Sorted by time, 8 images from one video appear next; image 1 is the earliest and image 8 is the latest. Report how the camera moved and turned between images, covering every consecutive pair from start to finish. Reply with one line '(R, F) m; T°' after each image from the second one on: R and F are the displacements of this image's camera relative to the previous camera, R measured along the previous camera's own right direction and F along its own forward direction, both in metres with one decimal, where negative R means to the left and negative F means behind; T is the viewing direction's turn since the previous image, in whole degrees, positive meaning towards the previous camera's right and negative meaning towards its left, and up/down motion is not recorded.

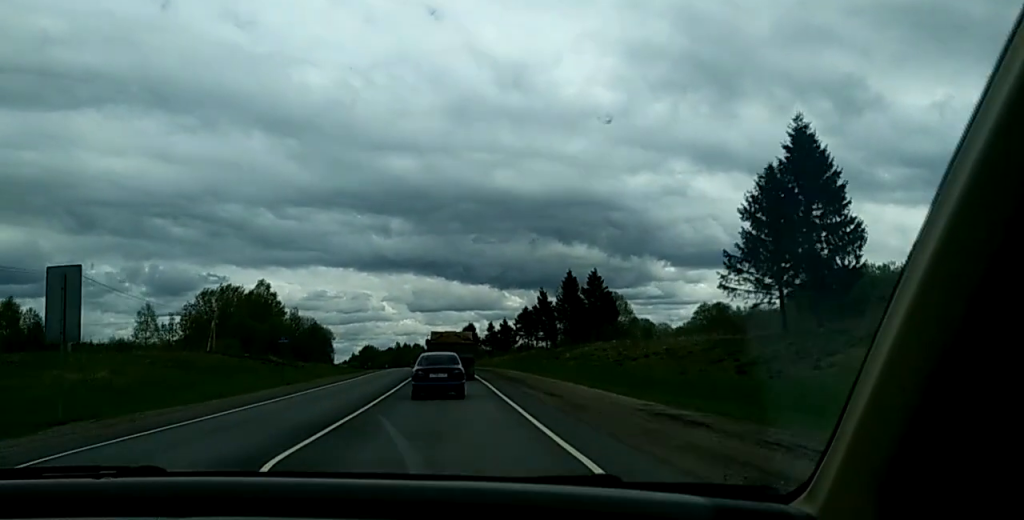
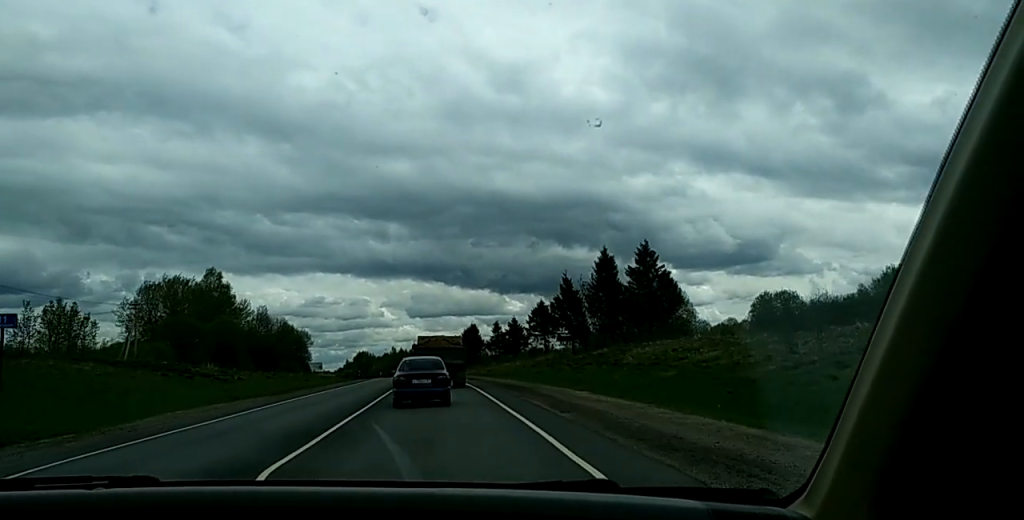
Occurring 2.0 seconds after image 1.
(-0.6, +33.3) m; -3°
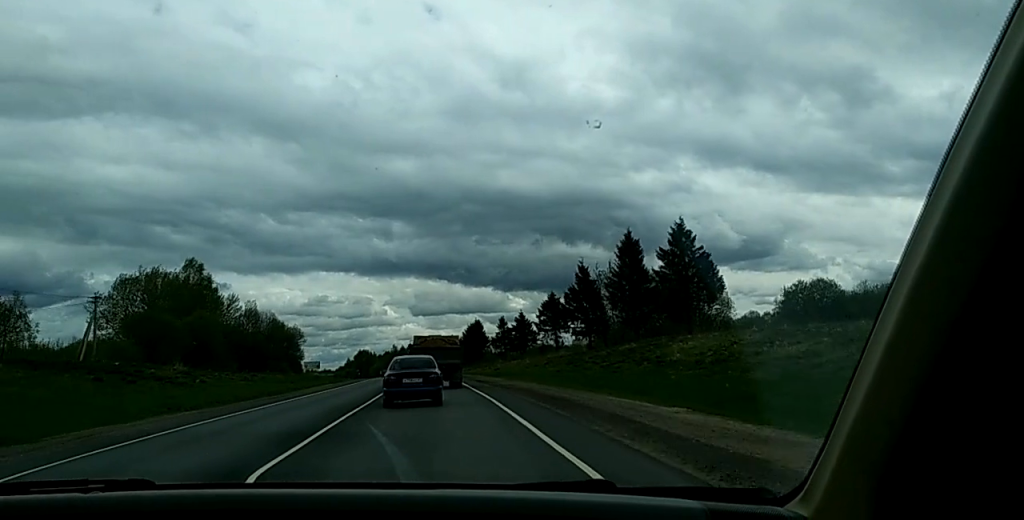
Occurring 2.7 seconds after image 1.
(-0.2, +12.8) m; 0°
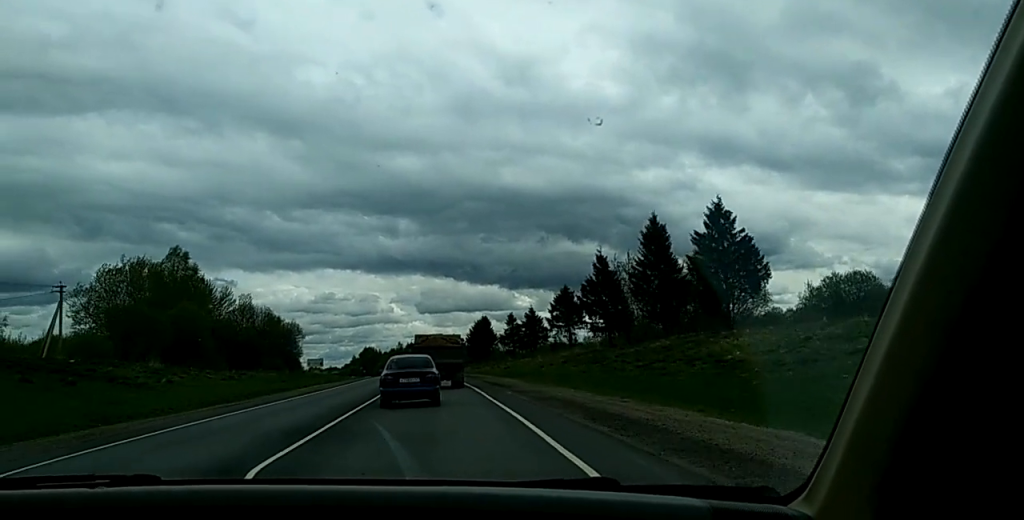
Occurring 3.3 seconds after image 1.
(0.0, +9.3) m; +1°
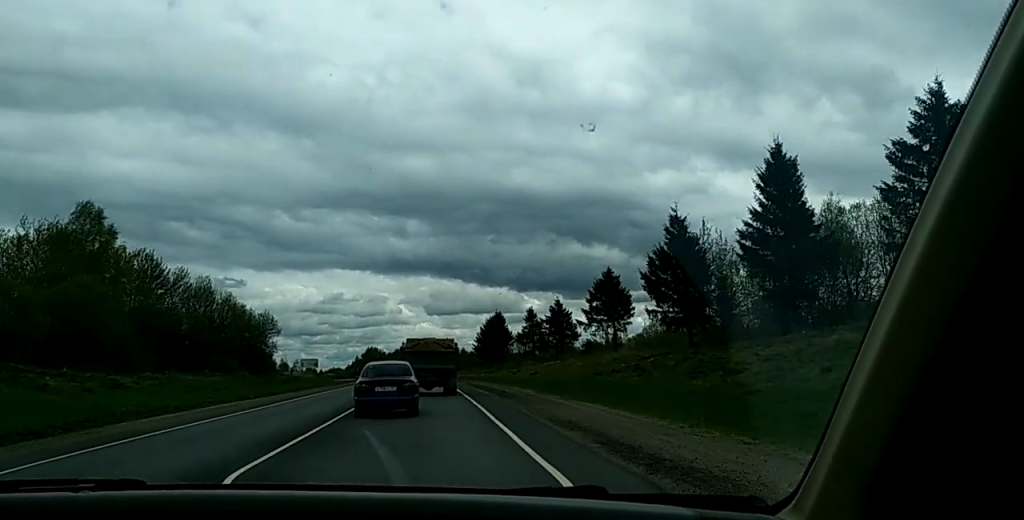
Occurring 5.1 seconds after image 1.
(+0.3, +30.4) m; -1°
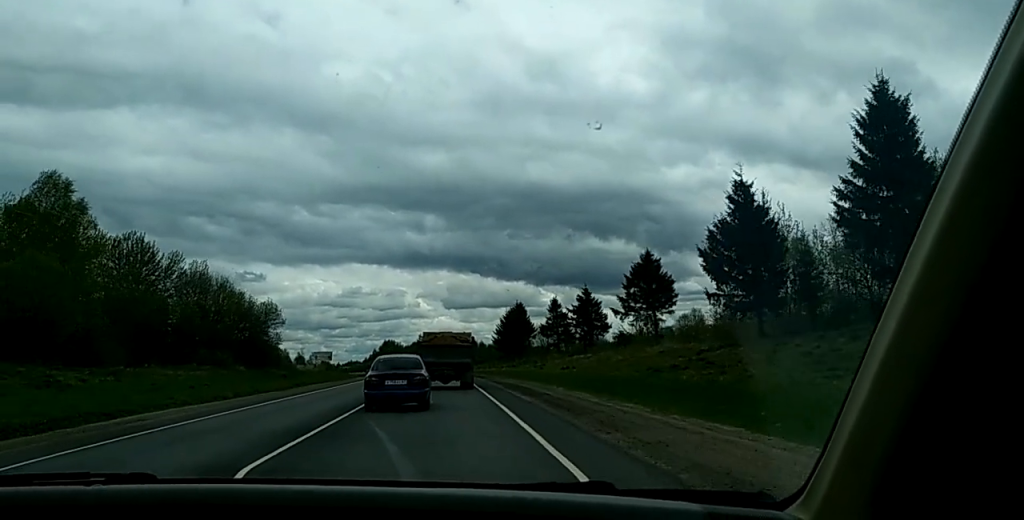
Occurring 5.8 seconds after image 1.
(-0.1, +11.8) m; -1°
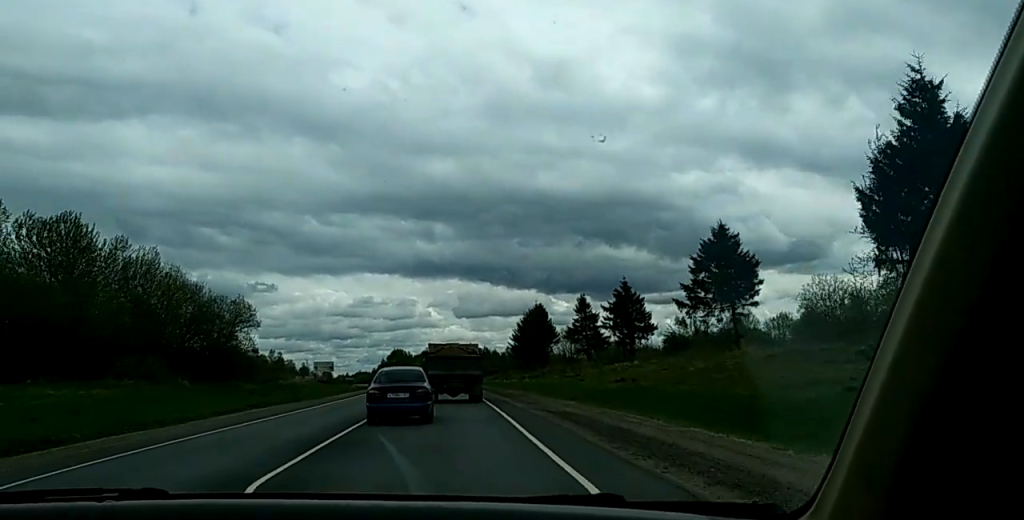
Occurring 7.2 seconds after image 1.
(0.0, +22.4) m; -2°
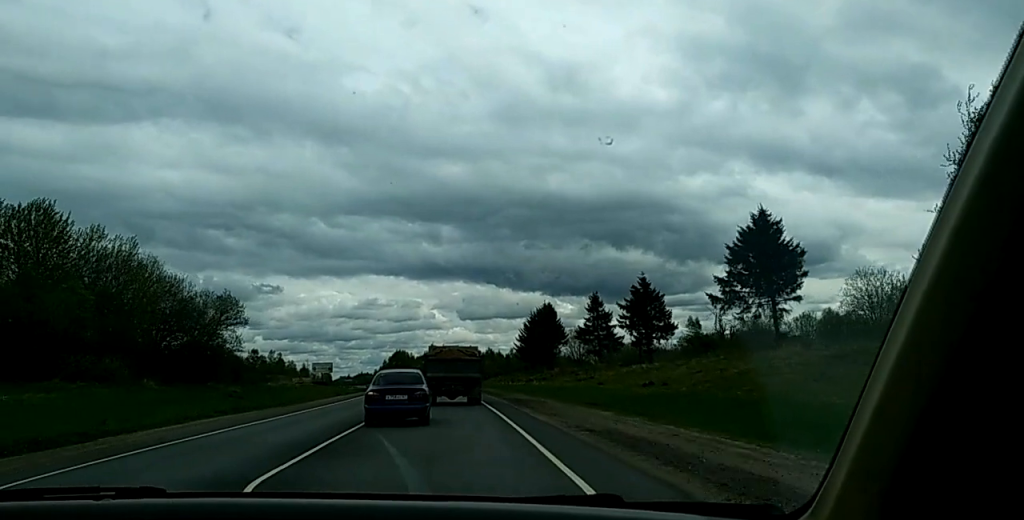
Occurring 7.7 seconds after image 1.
(-0.1, +8.0) m; -1°
